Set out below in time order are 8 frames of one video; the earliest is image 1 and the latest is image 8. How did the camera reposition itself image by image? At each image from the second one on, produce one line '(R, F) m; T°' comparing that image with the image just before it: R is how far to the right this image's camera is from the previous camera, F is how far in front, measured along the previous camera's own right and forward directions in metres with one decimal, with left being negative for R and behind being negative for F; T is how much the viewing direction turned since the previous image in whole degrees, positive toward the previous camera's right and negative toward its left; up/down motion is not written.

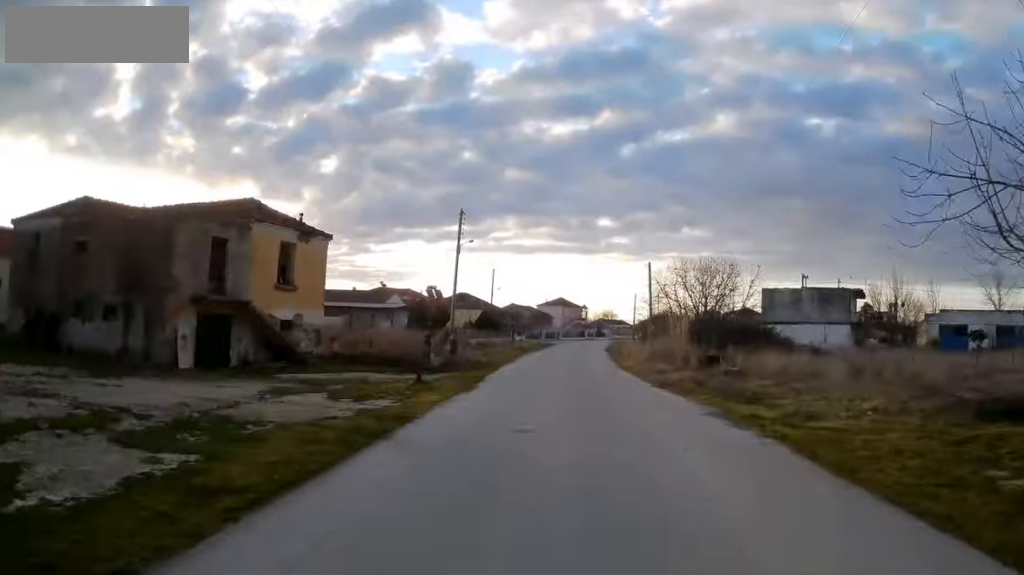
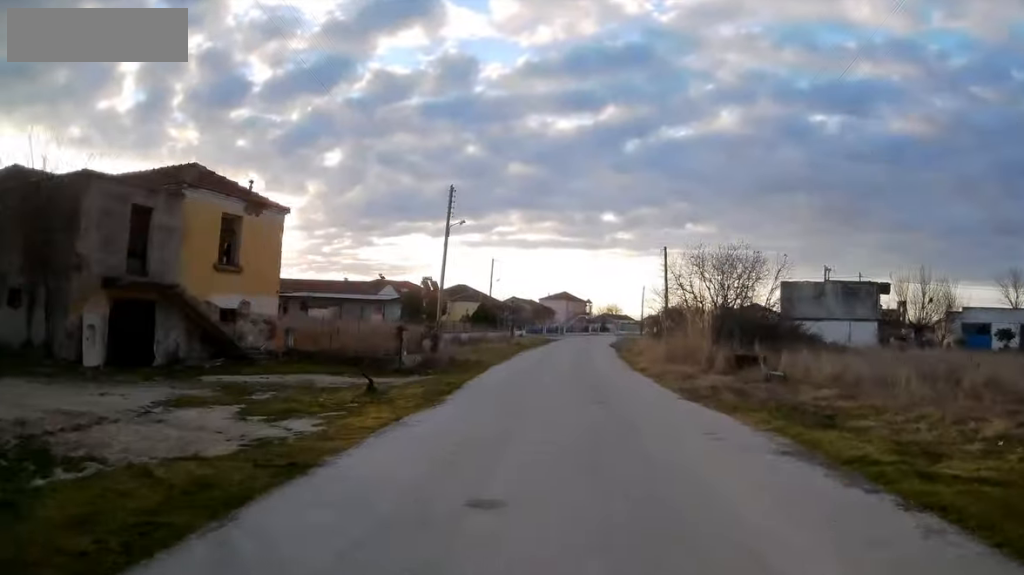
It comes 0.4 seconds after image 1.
(+0.1, +4.8) m; 0°
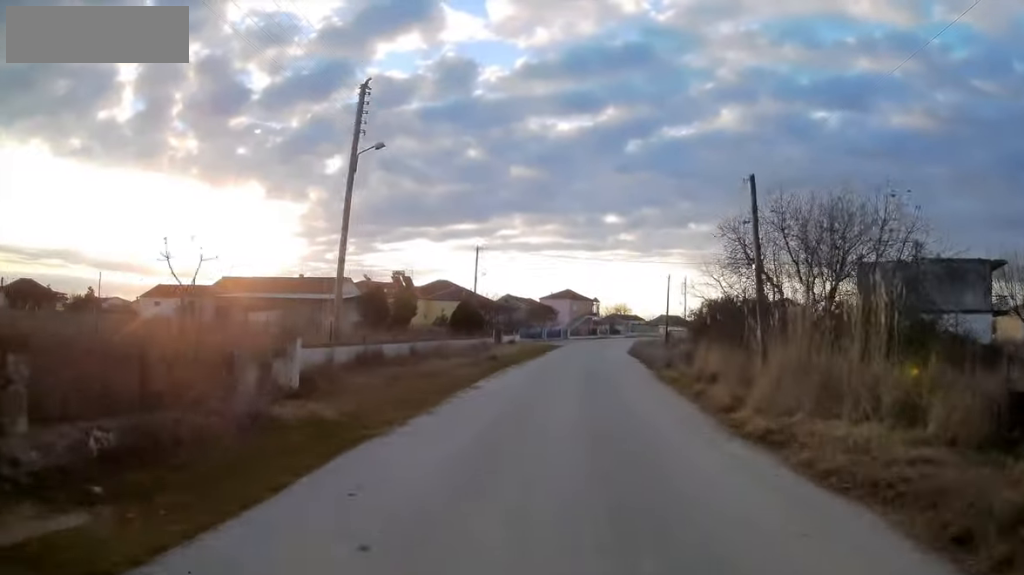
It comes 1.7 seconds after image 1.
(+0.1, +15.8) m; -1°
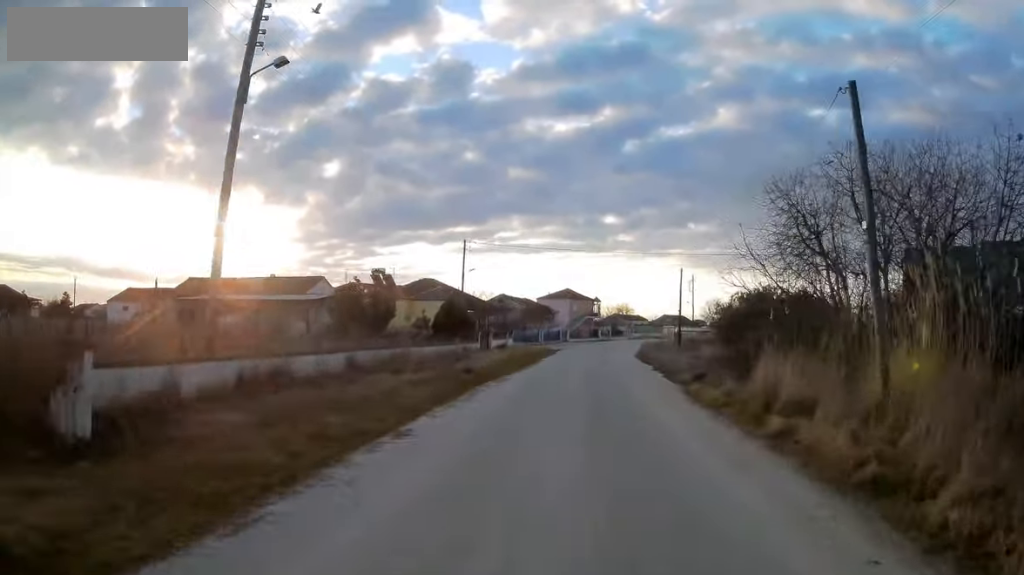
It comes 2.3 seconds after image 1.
(-0.1, +6.9) m; -1°
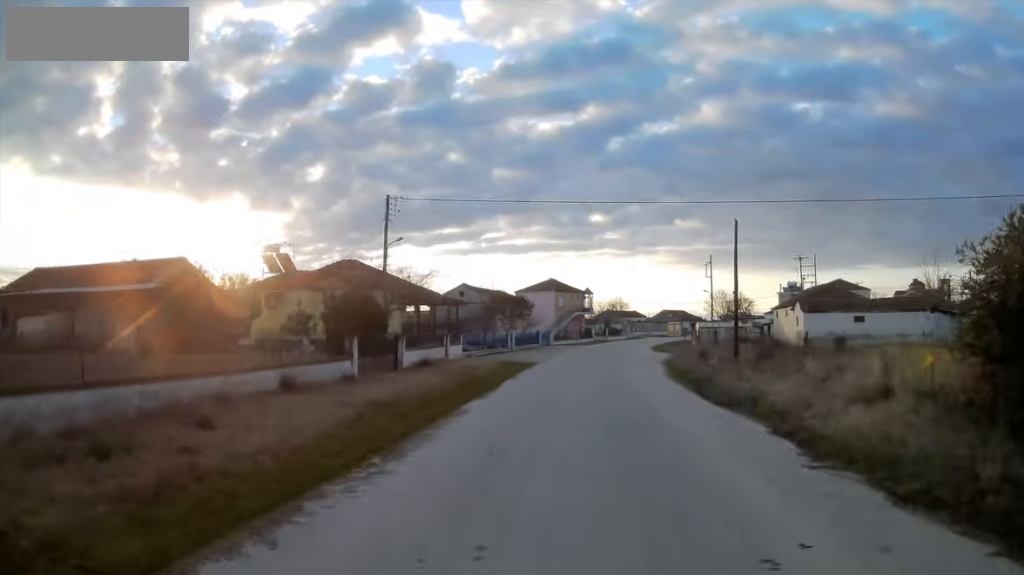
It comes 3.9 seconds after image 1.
(-0.4, +20.2) m; +1°
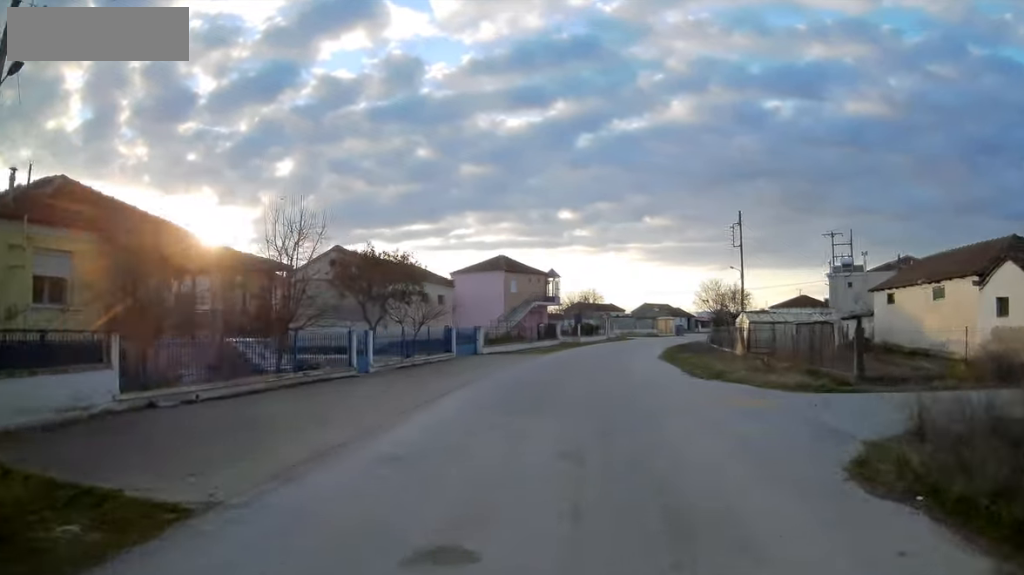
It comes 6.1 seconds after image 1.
(+1.0, +26.3) m; +4°
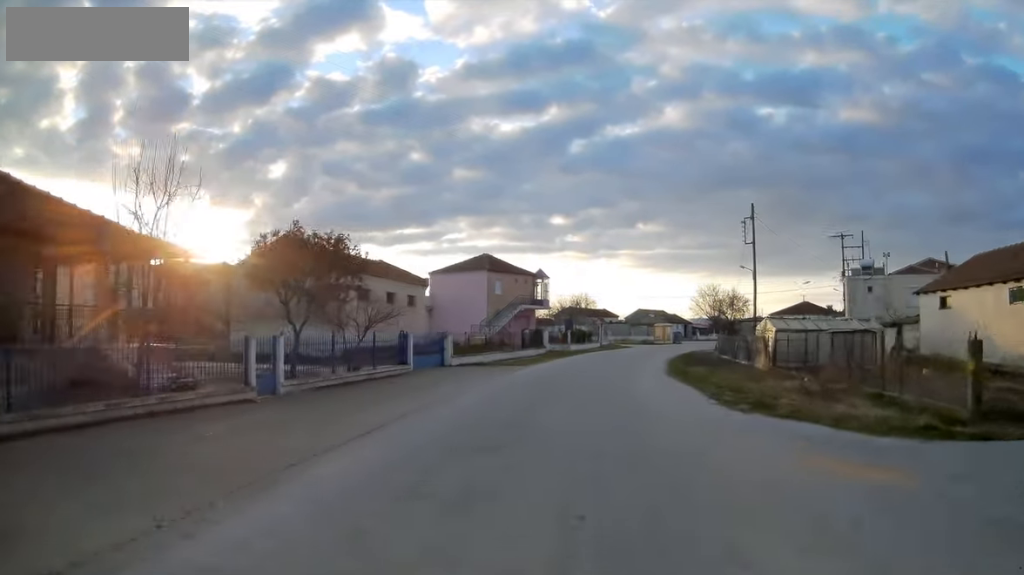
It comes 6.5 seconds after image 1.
(+0.1, +5.7) m; 0°
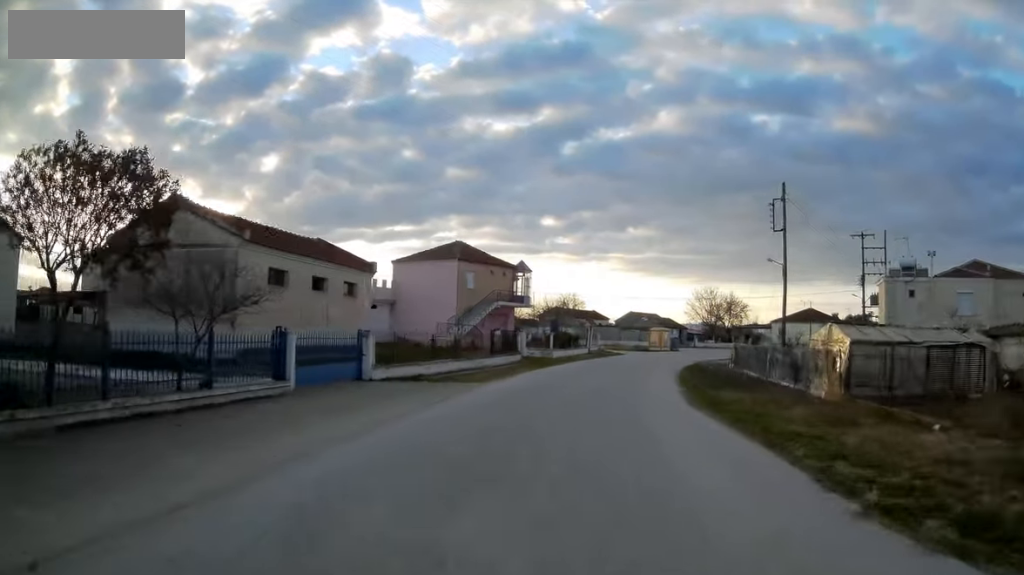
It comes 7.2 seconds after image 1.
(+0.1, +8.6) m; 0°
